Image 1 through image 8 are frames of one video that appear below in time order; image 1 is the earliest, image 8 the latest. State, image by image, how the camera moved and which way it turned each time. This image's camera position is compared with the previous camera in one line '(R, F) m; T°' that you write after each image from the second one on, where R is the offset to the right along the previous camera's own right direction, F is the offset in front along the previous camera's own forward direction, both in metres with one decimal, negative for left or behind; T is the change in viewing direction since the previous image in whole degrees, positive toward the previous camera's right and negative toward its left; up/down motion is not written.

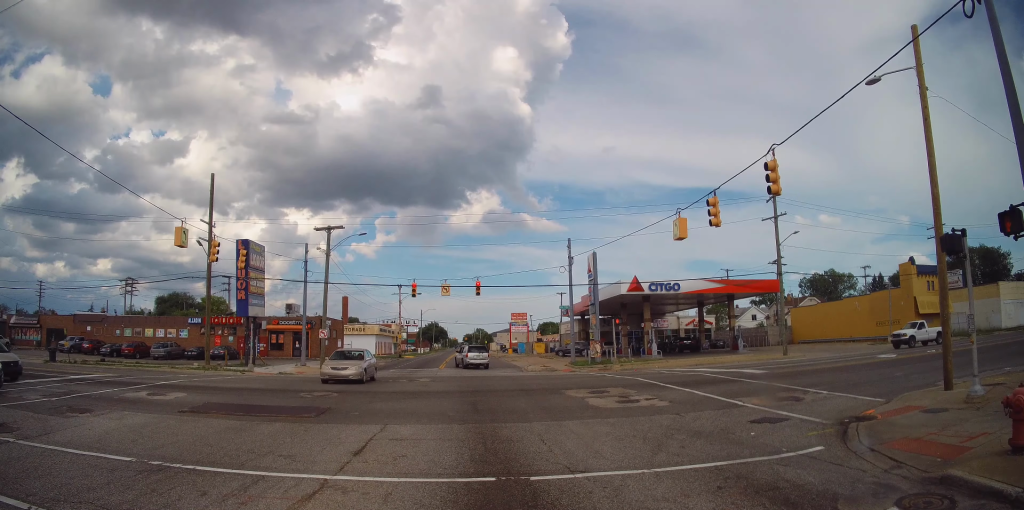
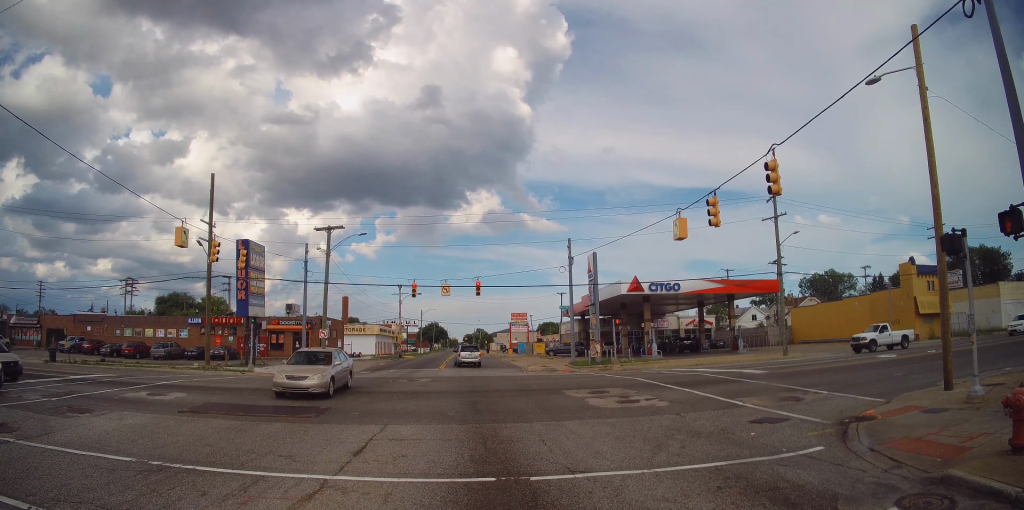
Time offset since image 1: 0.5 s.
(0.0, 0.0) m; 0°
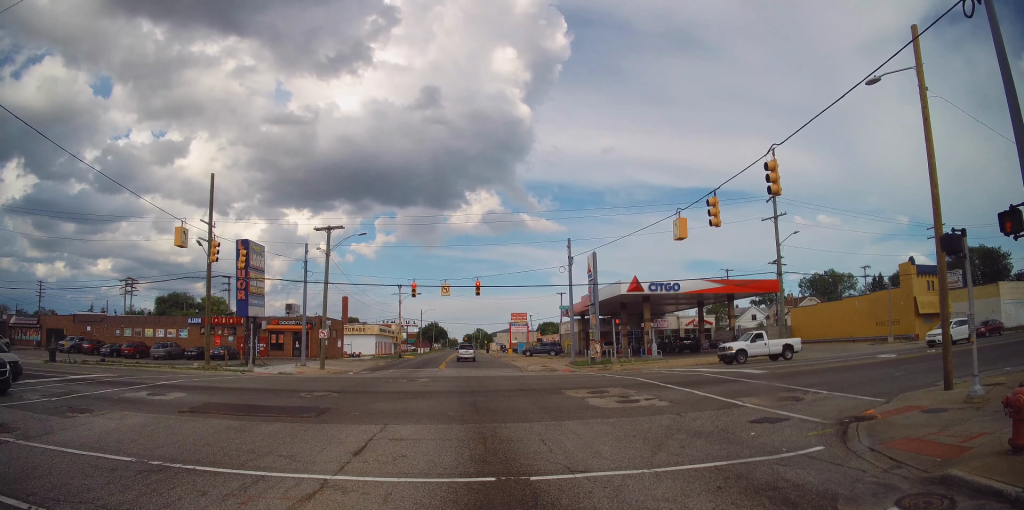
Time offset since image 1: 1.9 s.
(0.0, 0.0) m; 0°
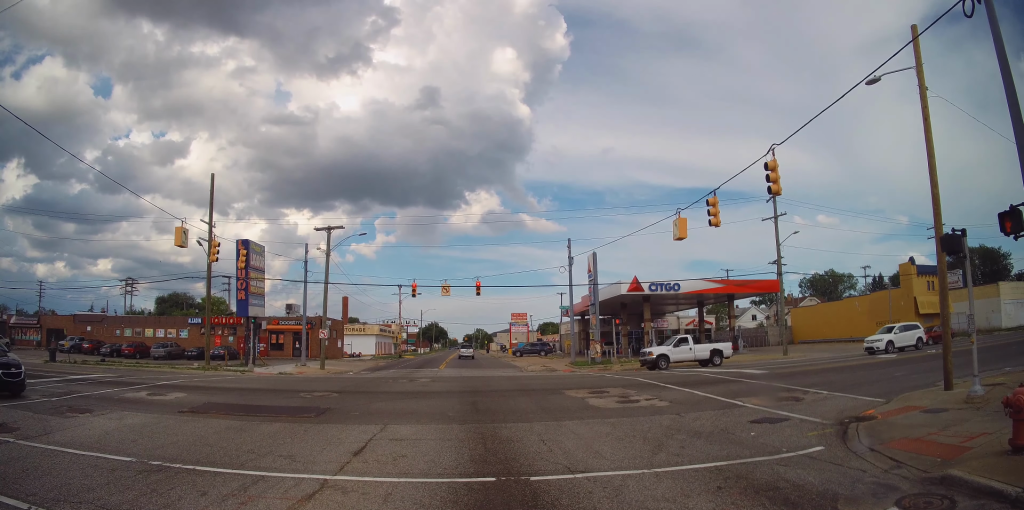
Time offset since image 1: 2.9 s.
(0.0, 0.0) m; 0°
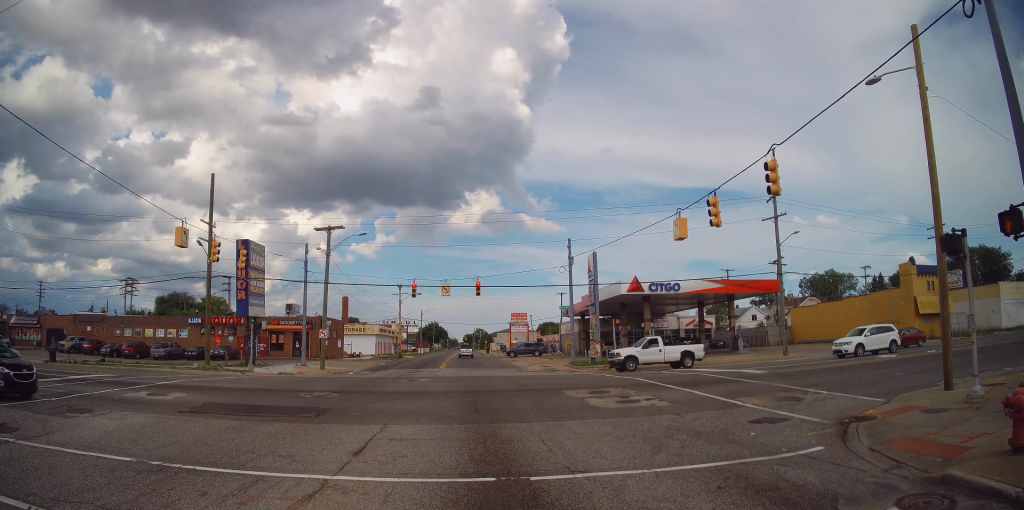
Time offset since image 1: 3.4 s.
(0.0, 0.0) m; 0°
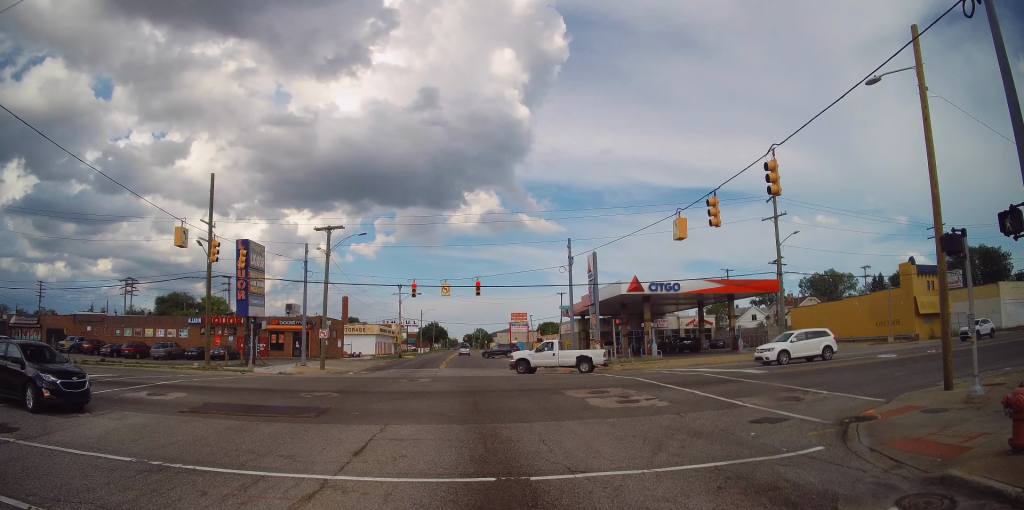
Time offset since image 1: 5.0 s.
(0.0, 0.0) m; 0°
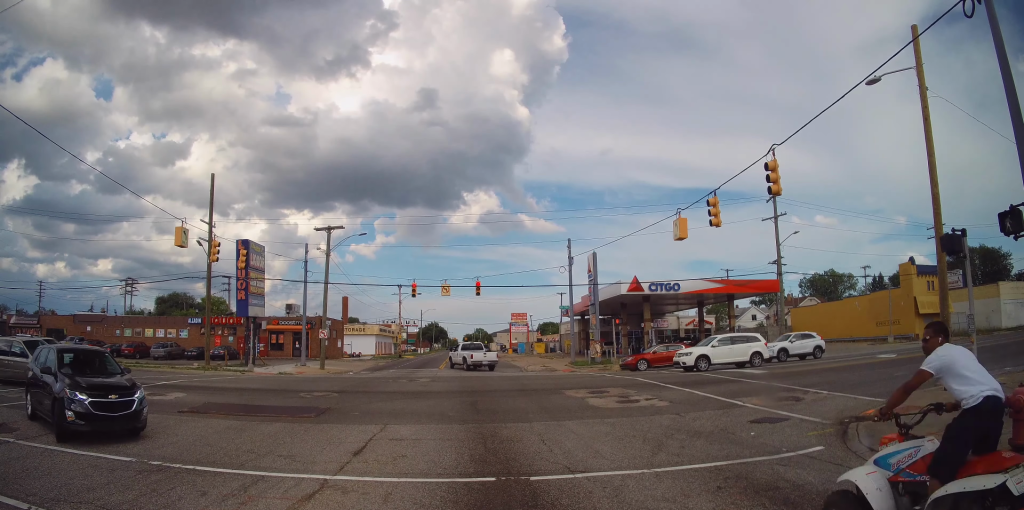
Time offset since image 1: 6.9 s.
(0.0, 0.0) m; 0°
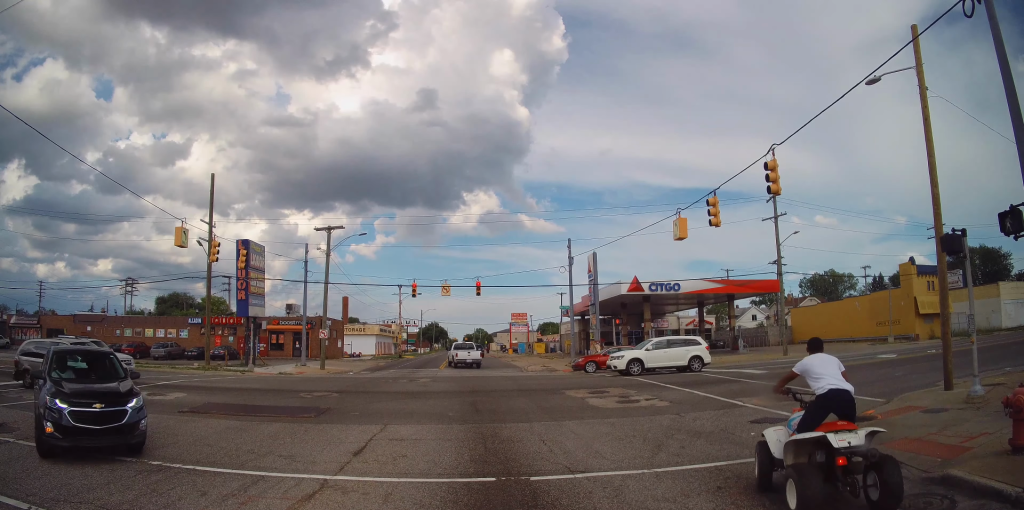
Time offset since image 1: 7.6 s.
(0.0, 0.0) m; 0°
